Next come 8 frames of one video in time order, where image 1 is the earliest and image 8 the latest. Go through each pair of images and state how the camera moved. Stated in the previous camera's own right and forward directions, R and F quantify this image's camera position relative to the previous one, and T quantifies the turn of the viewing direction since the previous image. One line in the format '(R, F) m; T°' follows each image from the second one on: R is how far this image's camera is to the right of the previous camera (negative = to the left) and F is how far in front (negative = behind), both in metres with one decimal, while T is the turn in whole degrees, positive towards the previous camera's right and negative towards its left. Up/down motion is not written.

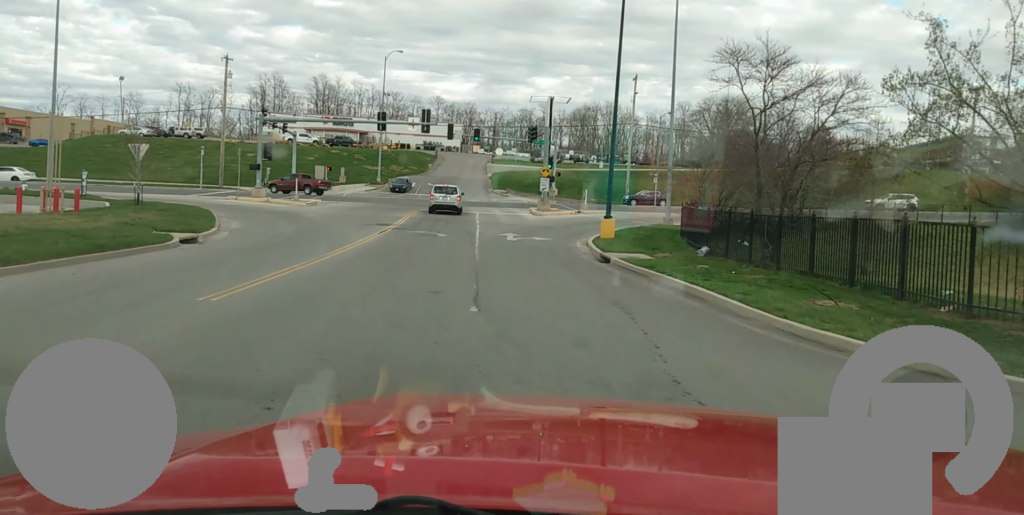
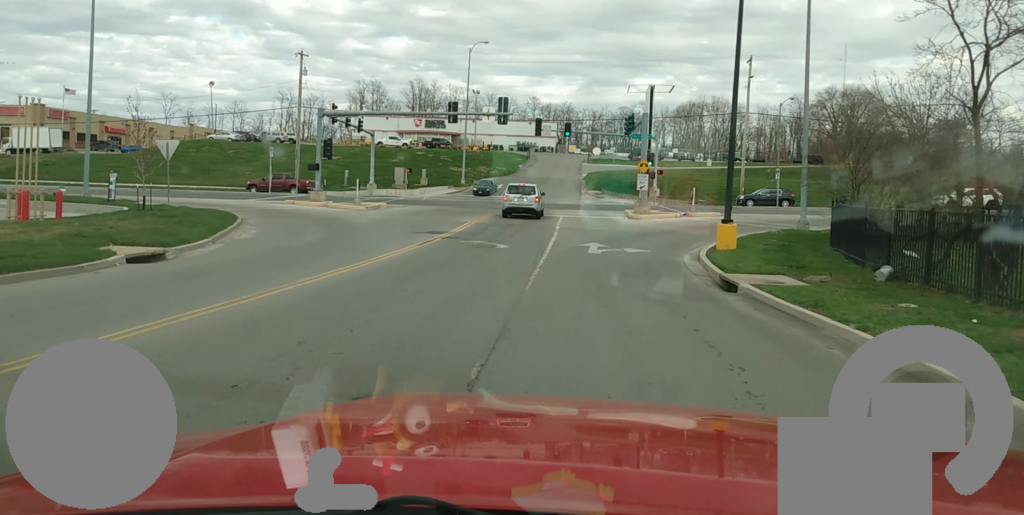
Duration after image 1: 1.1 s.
(0.0, +6.8) m; -1°
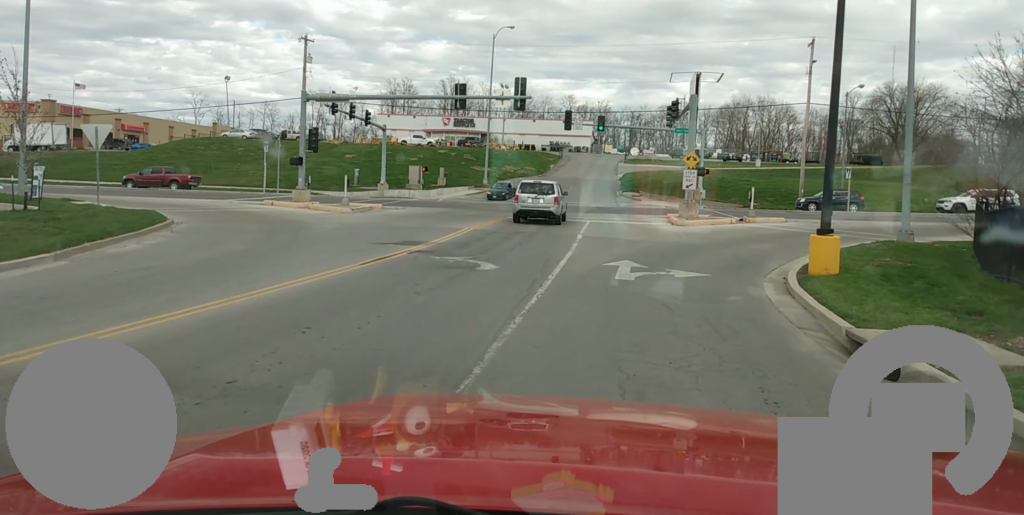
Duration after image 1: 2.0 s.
(-0.1, +7.0) m; -5°
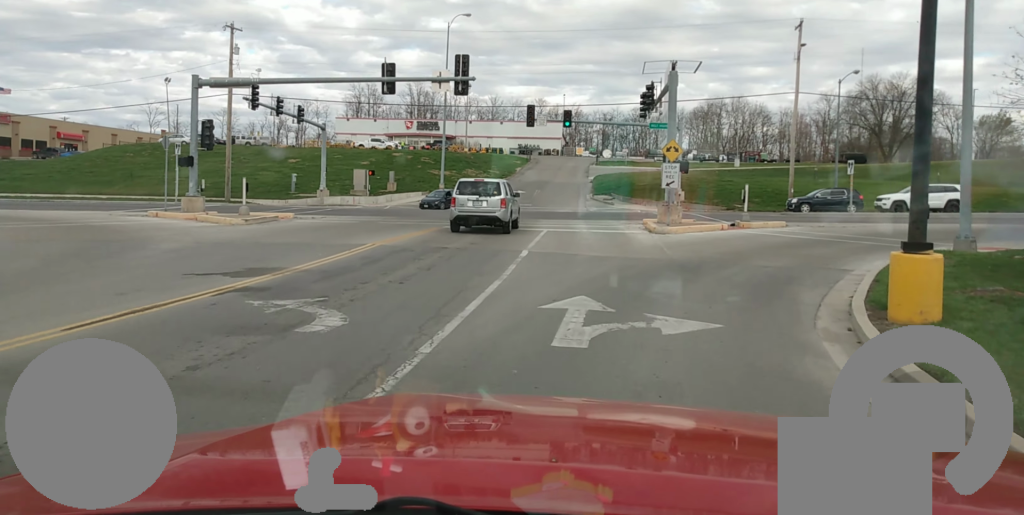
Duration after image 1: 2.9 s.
(-0.5, +7.1) m; -4°
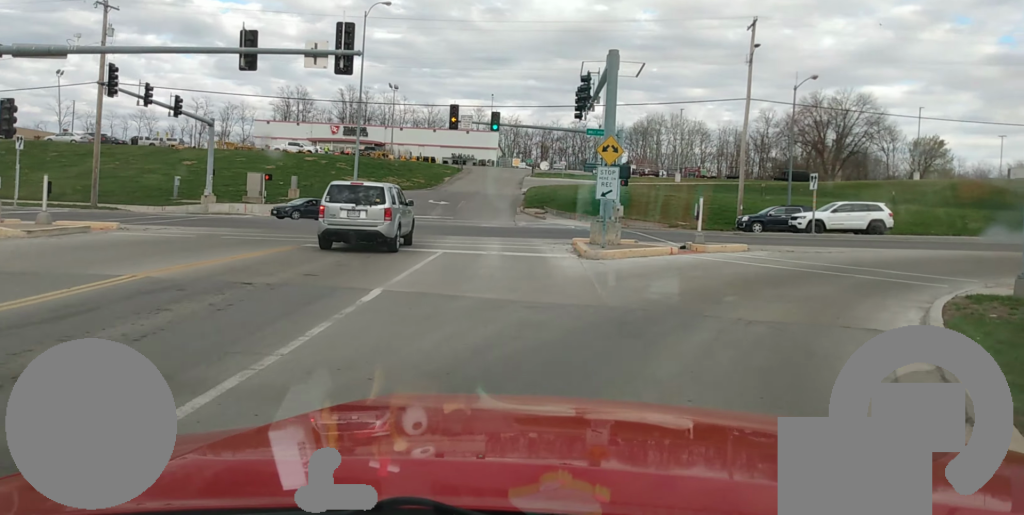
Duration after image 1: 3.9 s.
(0.0, +7.3) m; +2°
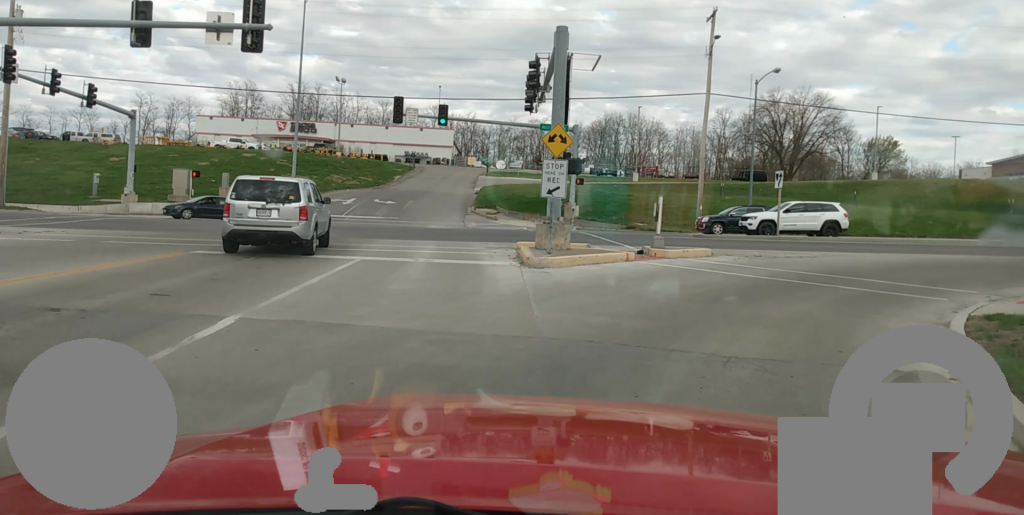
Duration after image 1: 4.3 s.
(+0.1, +3.2) m; +2°
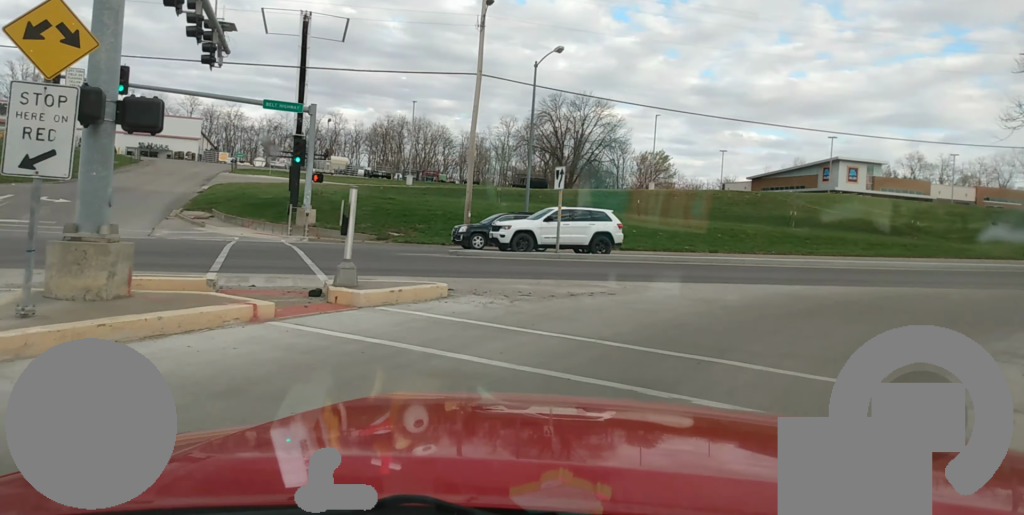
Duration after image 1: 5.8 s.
(+0.8, +11.4) m; +10°
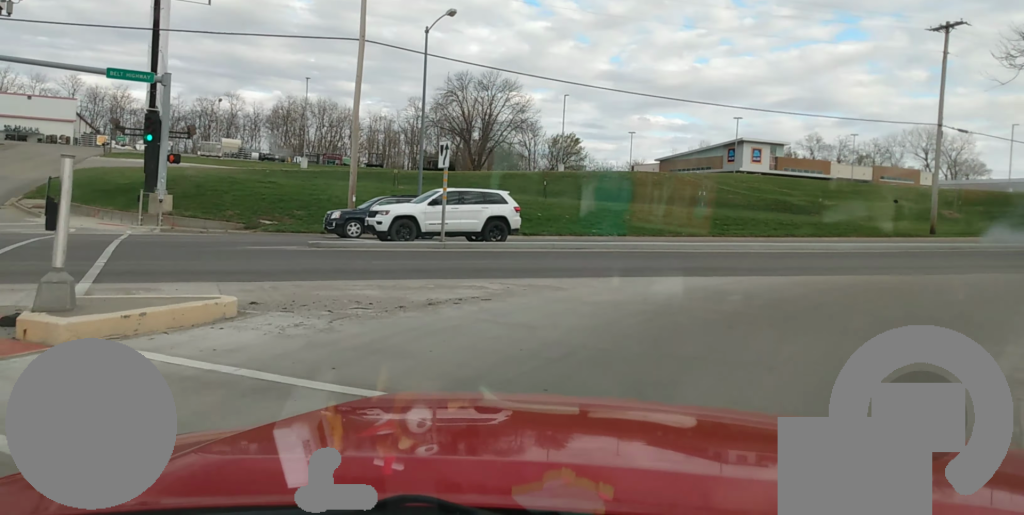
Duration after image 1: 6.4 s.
(+0.3, +4.1) m; +8°
